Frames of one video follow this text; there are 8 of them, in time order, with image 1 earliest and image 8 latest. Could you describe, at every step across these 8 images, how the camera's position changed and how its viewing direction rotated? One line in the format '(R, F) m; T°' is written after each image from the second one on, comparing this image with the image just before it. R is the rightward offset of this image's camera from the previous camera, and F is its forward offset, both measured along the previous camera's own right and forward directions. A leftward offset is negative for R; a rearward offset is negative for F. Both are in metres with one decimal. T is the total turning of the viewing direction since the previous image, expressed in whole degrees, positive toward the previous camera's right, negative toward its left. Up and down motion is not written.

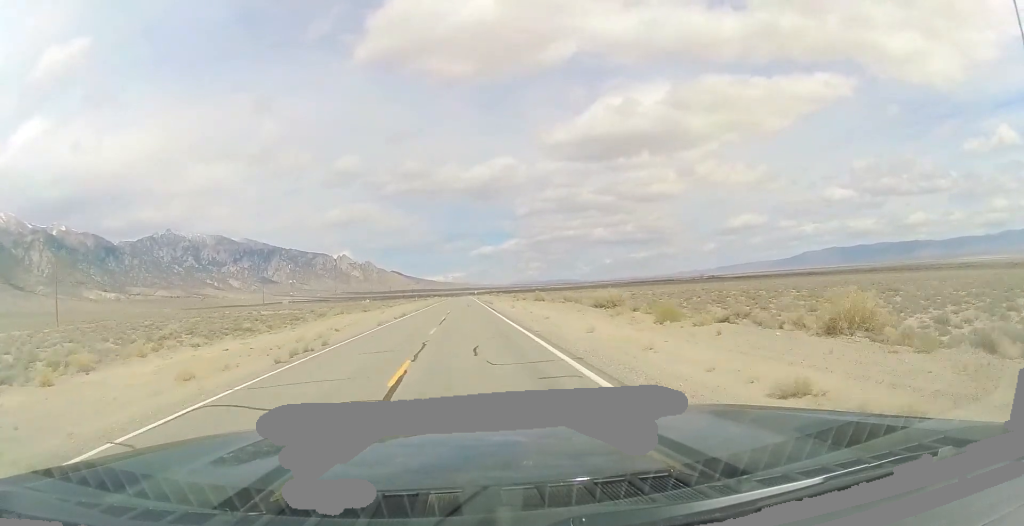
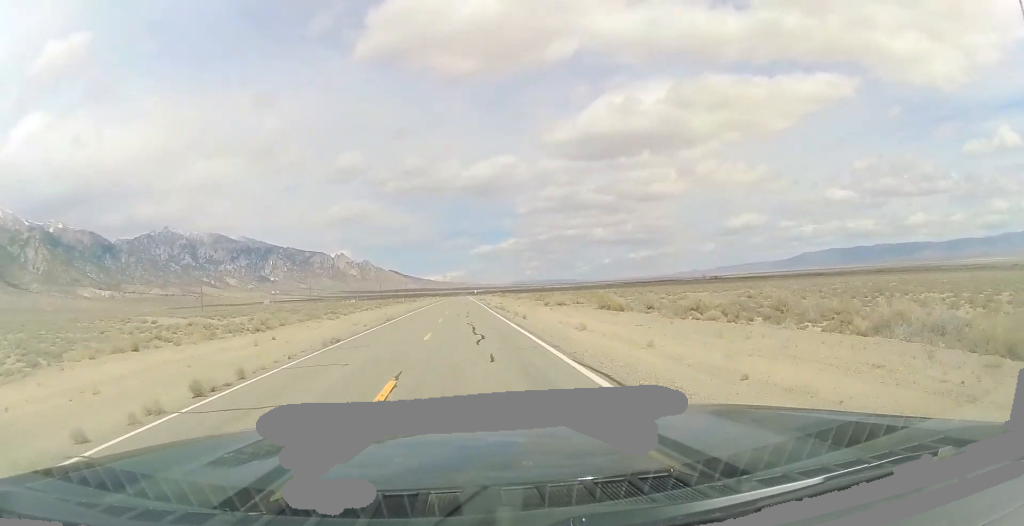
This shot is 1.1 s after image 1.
(-0.5, +39.2) m; 0°
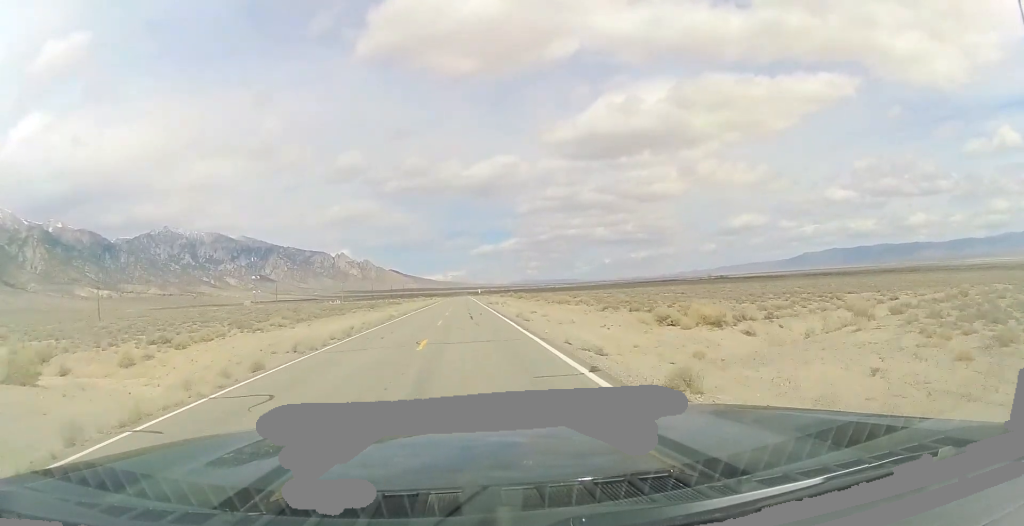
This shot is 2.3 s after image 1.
(+0.4, +40.2) m; 0°
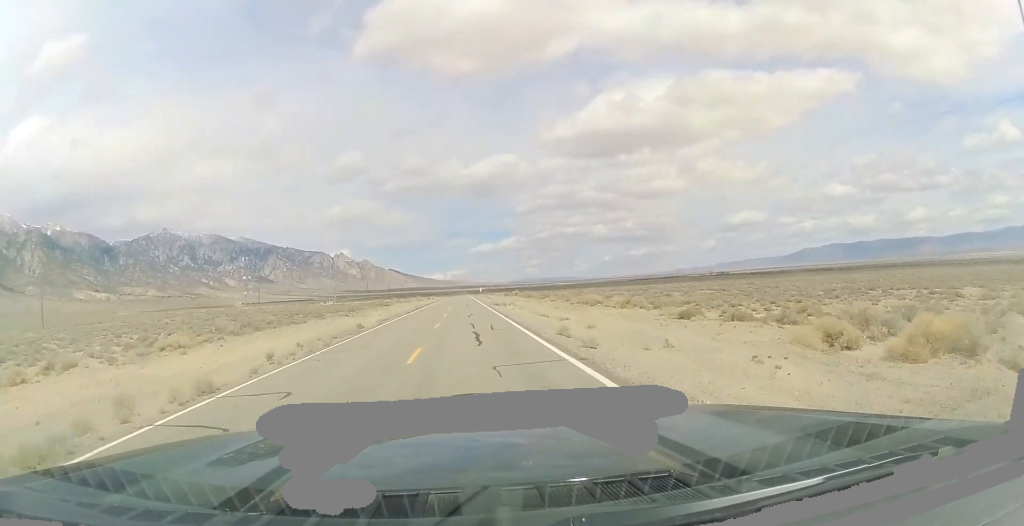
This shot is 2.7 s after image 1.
(-0.2, +15.0) m; 0°
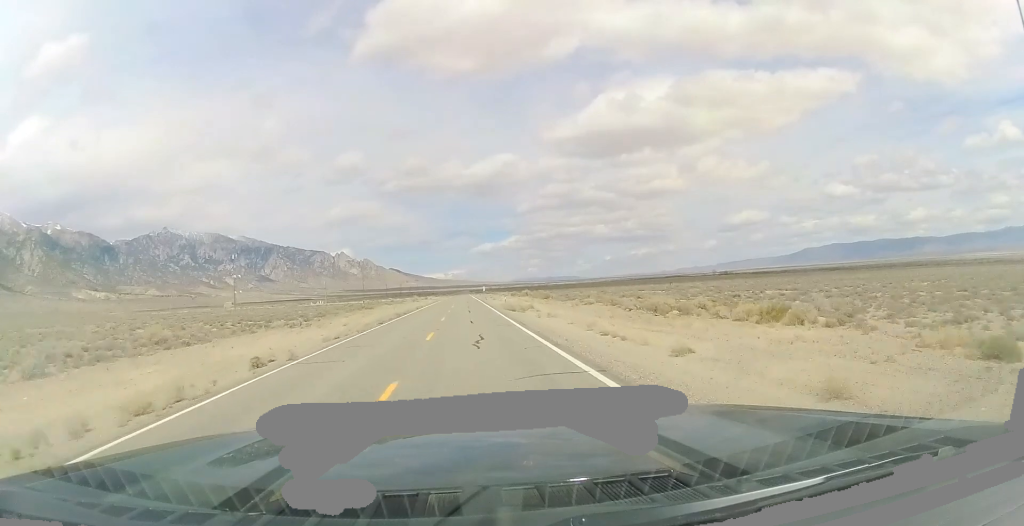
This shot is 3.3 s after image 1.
(-0.1, +18.5) m; 0°
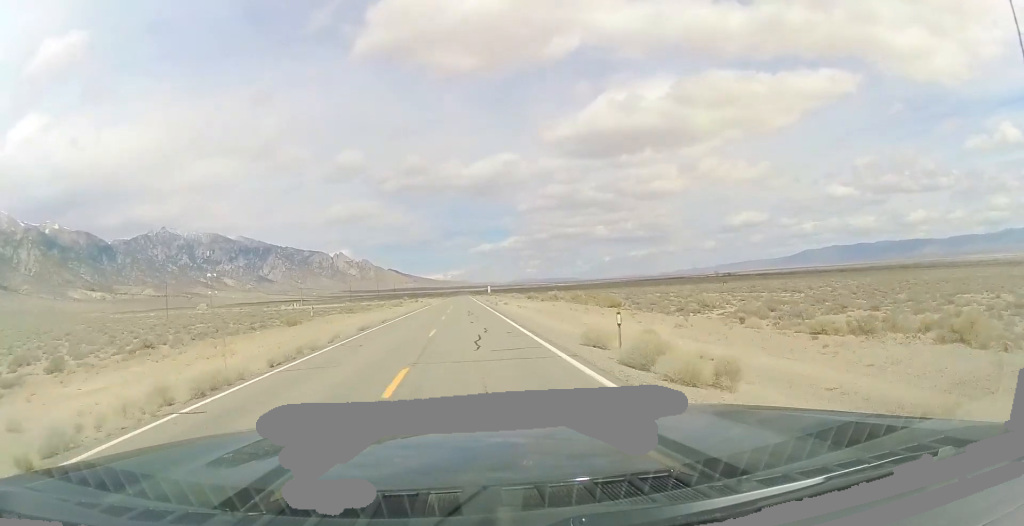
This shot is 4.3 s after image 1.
(+0.1, +34.7) m; 0°
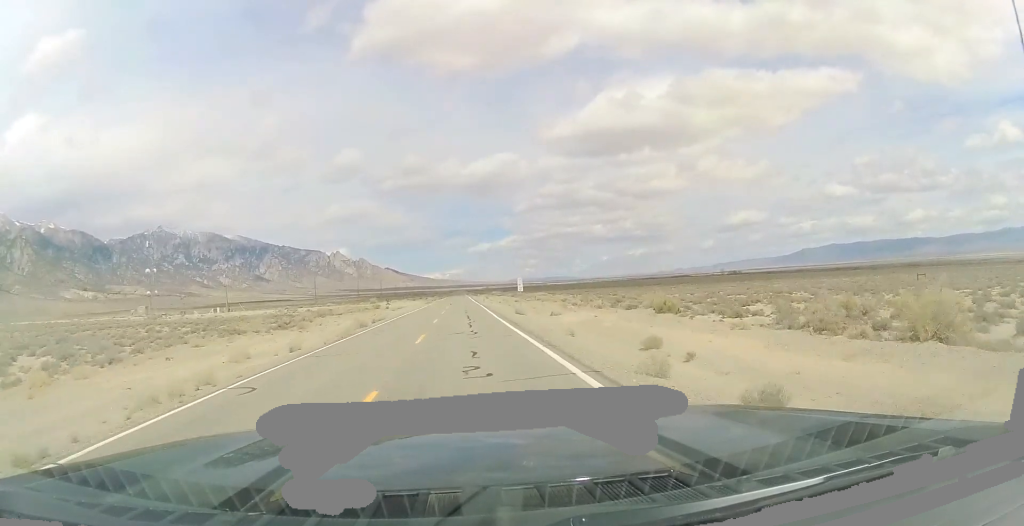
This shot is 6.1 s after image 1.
(+0.5, +63.6) m; +1°
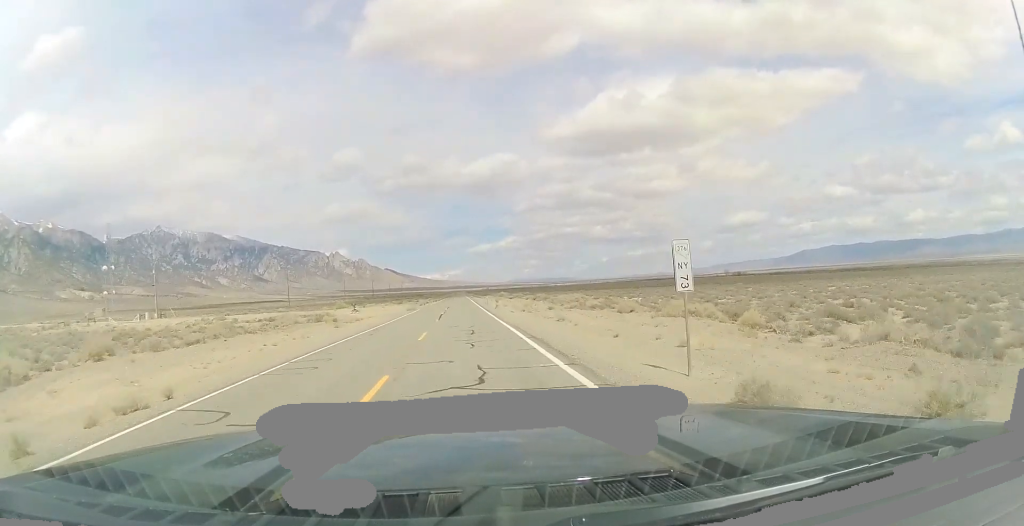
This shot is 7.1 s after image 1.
(+0.3, +34.6) m; 0°
